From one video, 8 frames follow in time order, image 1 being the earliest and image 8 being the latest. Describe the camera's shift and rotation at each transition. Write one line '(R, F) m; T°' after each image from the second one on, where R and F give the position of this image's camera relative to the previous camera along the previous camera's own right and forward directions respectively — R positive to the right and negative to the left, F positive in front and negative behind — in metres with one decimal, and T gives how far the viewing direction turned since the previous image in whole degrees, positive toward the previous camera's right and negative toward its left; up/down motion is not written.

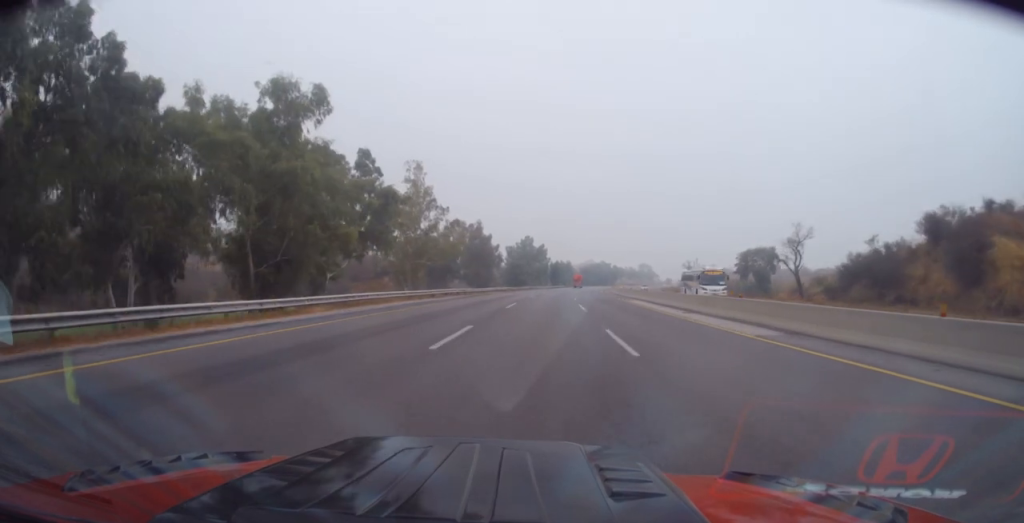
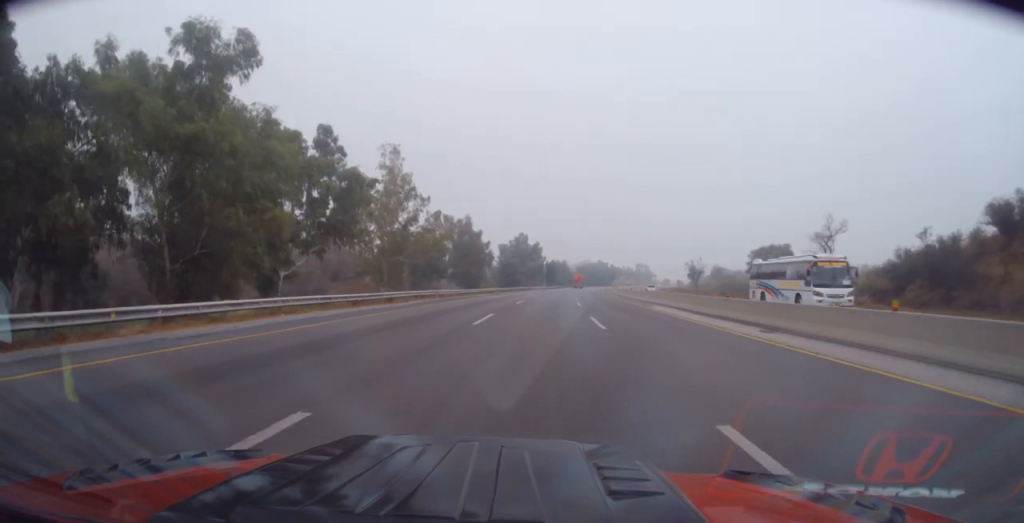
(0.0, +11.4) m; 0°
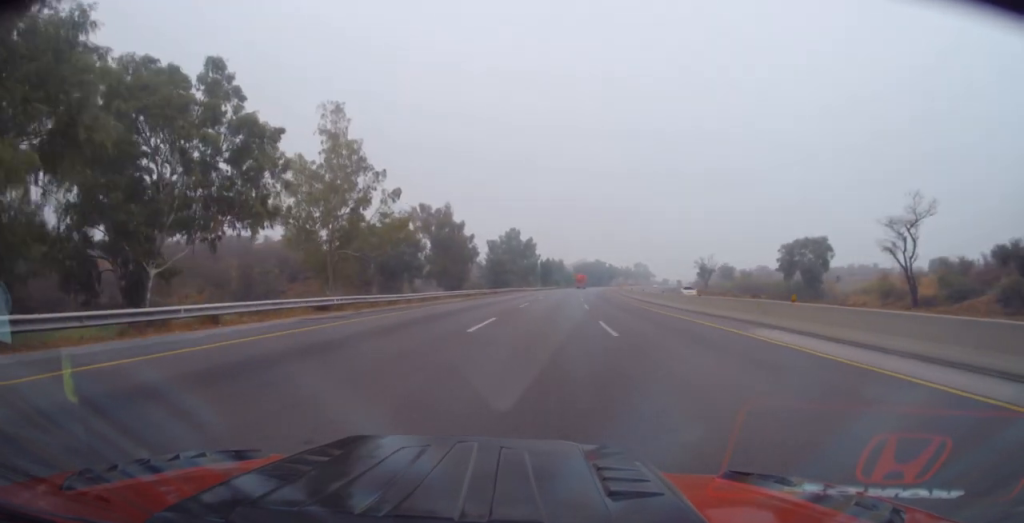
(-0.1, +20.0) m; +1°
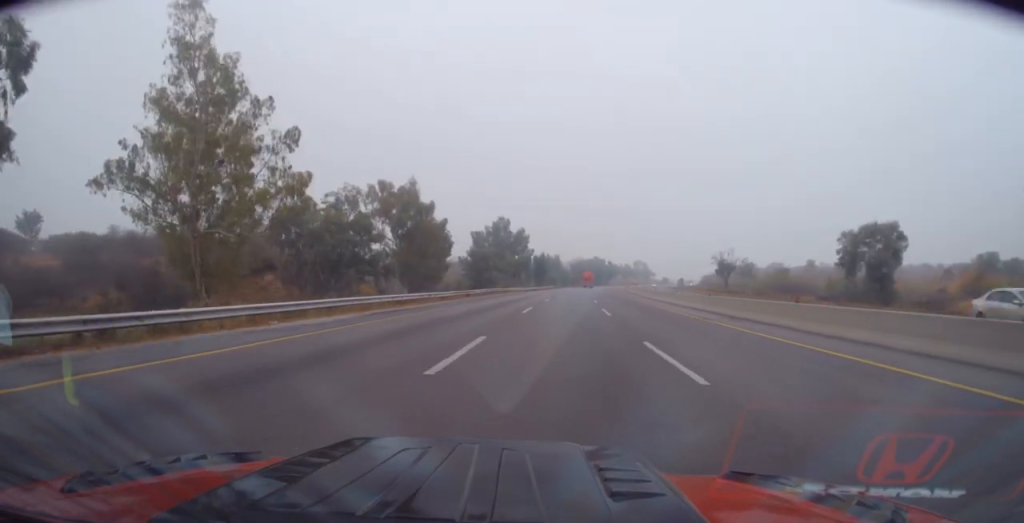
(+0.5, +25.2) m; 0°
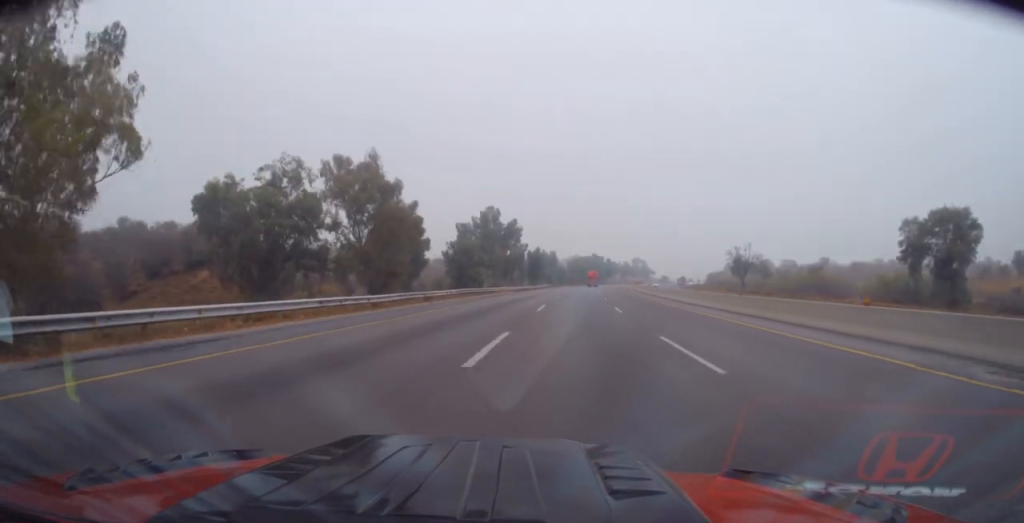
(-0.2, +17.3) m; 0°
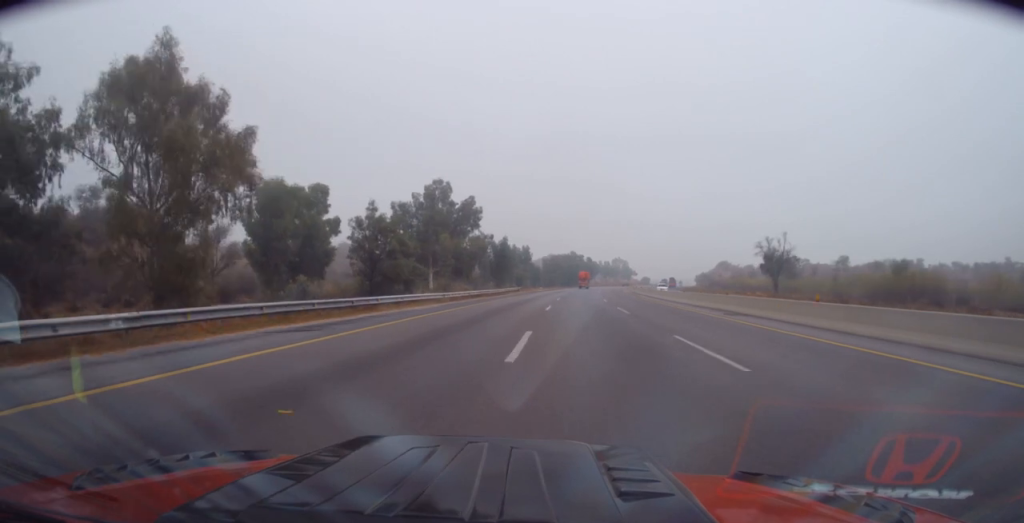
(+2.0, +35.1) m; +5°
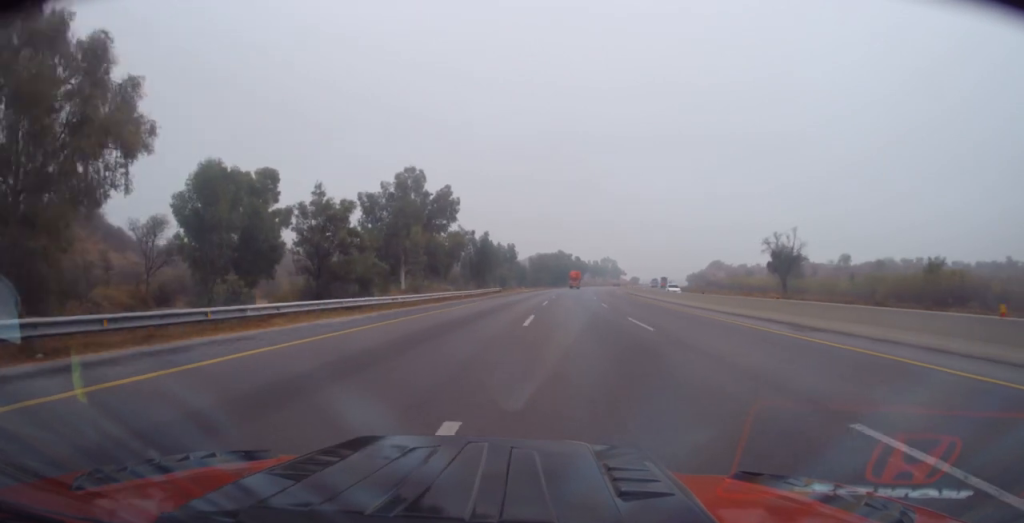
(+0.1, +10.1) m; 0°
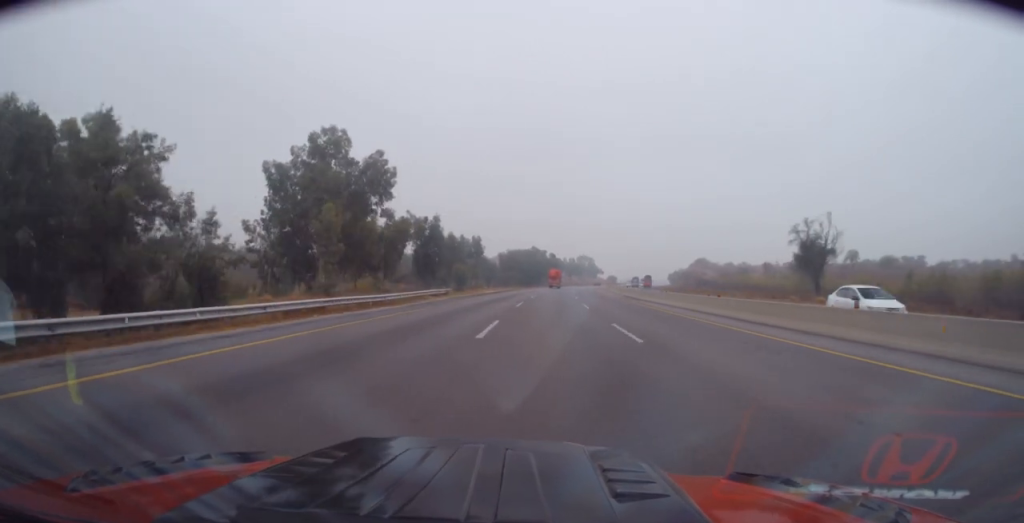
(-0.4, +21.6) m; +1°
